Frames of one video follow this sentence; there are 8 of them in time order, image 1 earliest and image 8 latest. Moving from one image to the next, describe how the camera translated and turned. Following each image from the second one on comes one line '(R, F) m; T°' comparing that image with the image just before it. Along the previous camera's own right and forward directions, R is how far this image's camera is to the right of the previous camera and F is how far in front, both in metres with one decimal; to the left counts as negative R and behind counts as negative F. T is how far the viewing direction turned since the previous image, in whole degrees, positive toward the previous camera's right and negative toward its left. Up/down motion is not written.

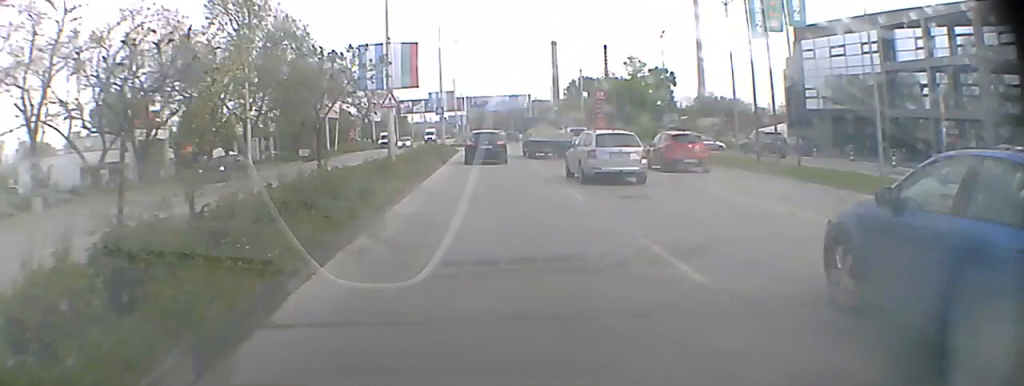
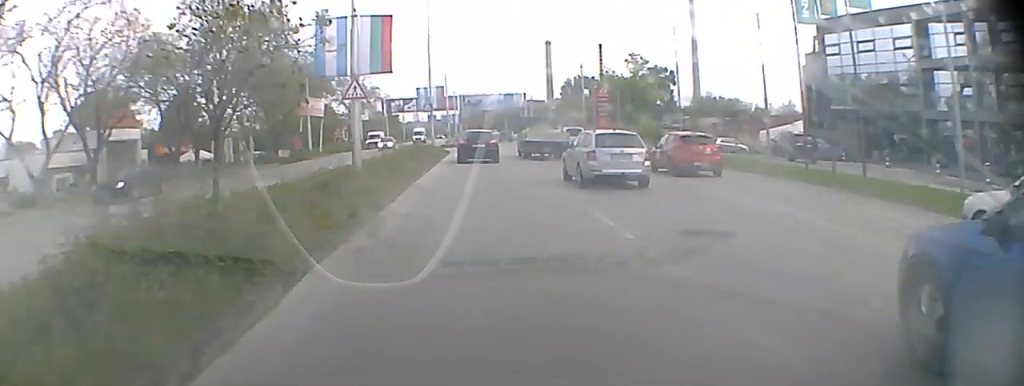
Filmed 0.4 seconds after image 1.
(0.0, +5.5) m; 0°
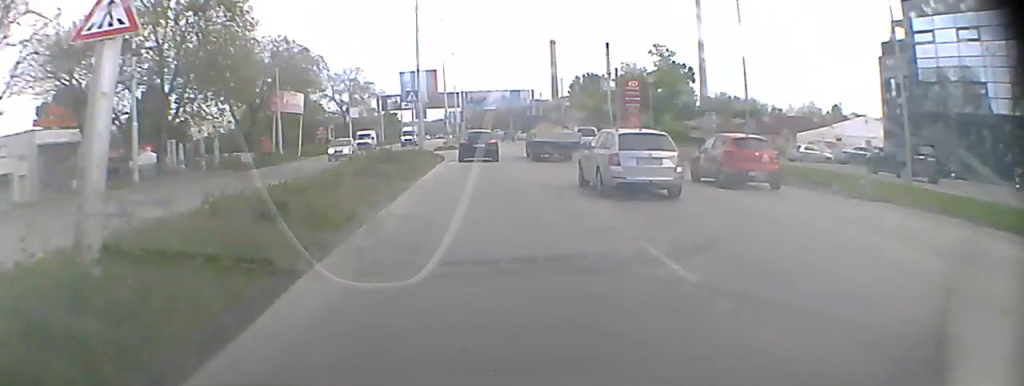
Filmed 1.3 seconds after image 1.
(0.0, +12.4) m; 0°
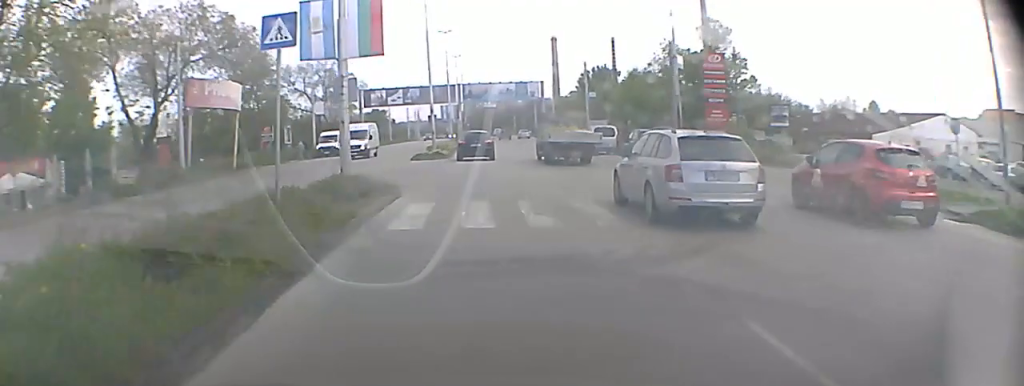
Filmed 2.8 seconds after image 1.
(0.0, +21.0) m; 0°
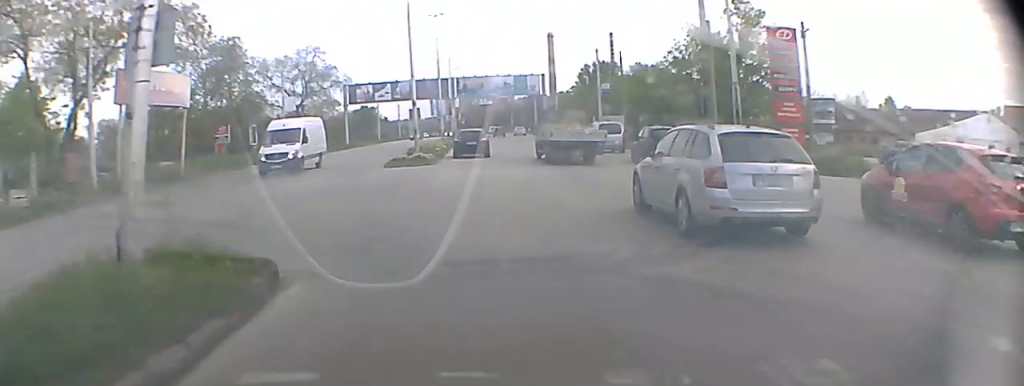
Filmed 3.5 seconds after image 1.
(0.0, +9.9) m; 0°
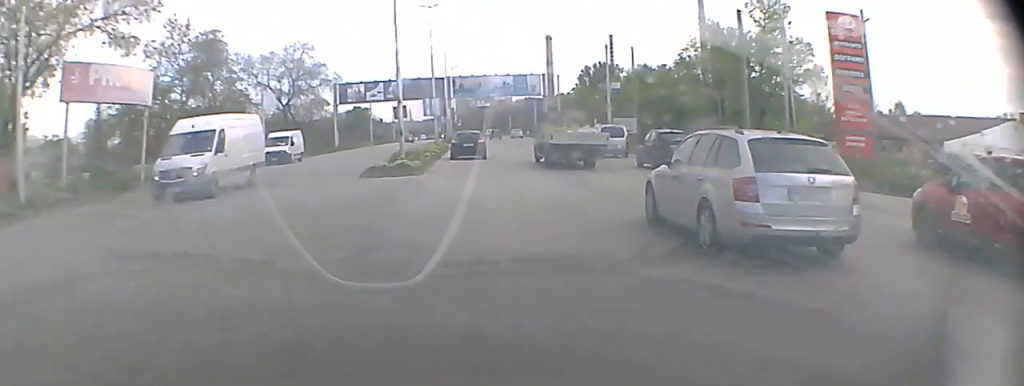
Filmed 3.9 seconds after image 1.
(0.0, +5.7) m; 0°
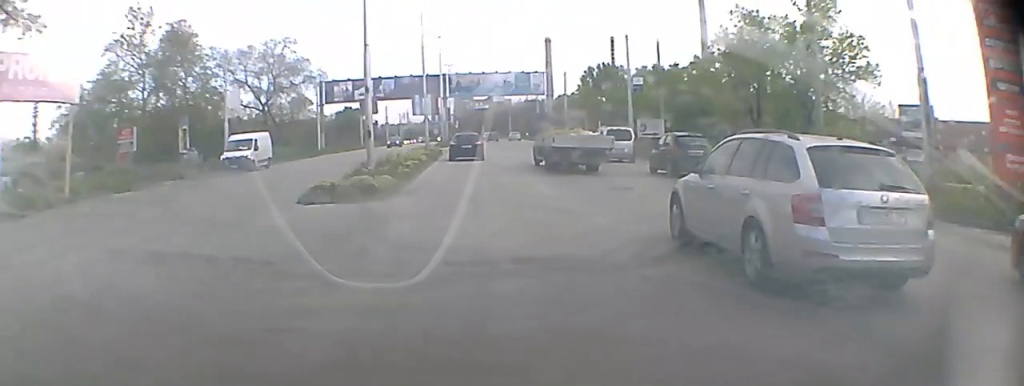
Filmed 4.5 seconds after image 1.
(0.0, +8.6) m; 0°
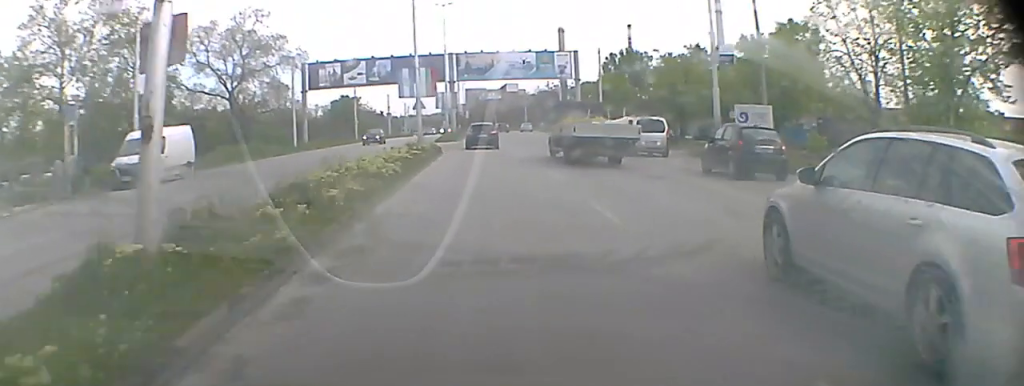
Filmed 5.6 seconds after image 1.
(0.0, +15.9) m; 0°
